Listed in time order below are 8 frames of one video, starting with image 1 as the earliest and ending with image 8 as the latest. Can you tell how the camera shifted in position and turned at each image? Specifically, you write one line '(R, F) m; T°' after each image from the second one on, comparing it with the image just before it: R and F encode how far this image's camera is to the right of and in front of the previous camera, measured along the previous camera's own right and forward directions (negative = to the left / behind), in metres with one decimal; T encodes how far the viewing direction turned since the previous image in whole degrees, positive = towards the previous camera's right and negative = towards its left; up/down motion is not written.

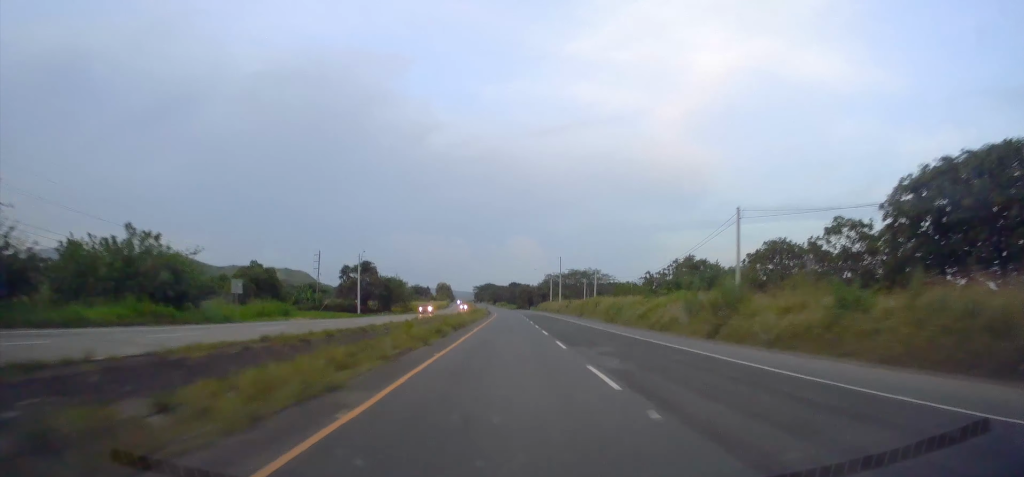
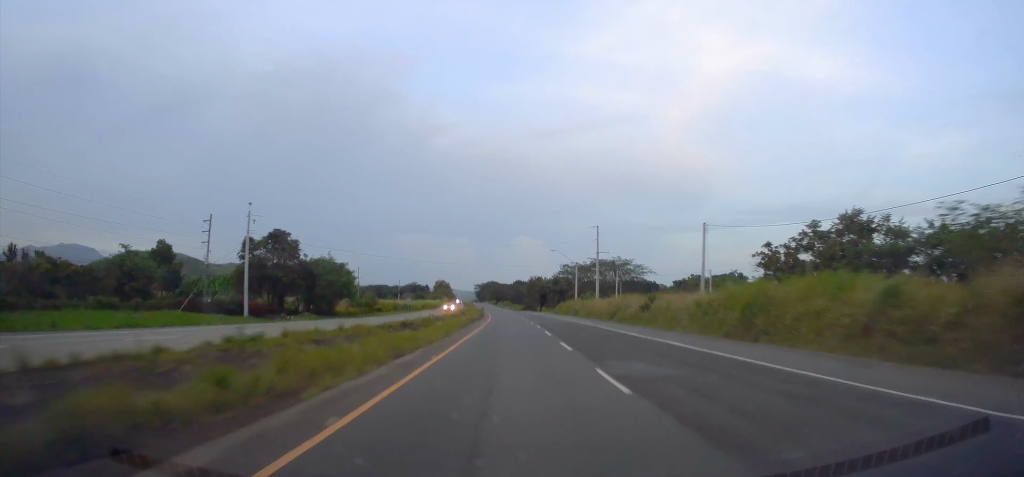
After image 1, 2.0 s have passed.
(-0.3, +43.6) m; -1°
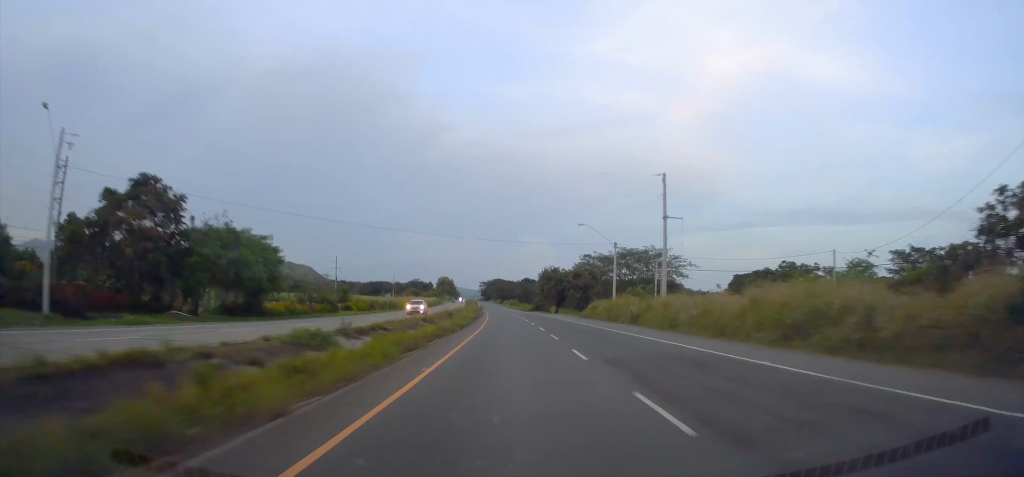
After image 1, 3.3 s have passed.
(-0.1, +27.3) m; -1°
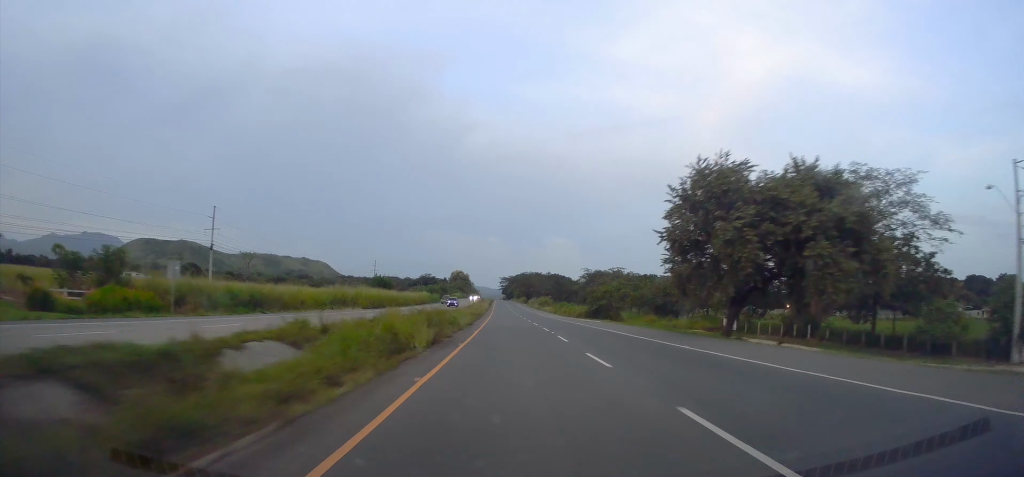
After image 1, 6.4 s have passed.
(-0.7, +69.7) m; -1°
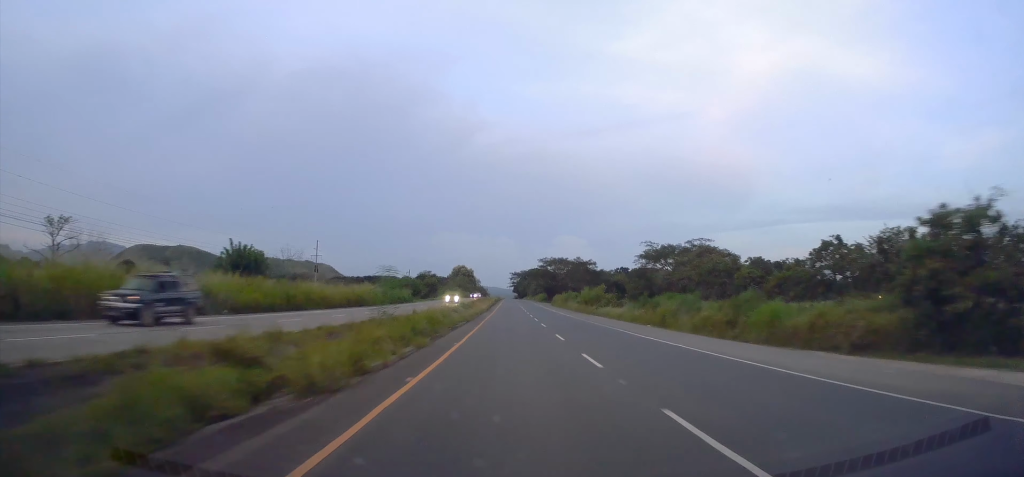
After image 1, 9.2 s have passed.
(-0.9, +60.8) m; -2°
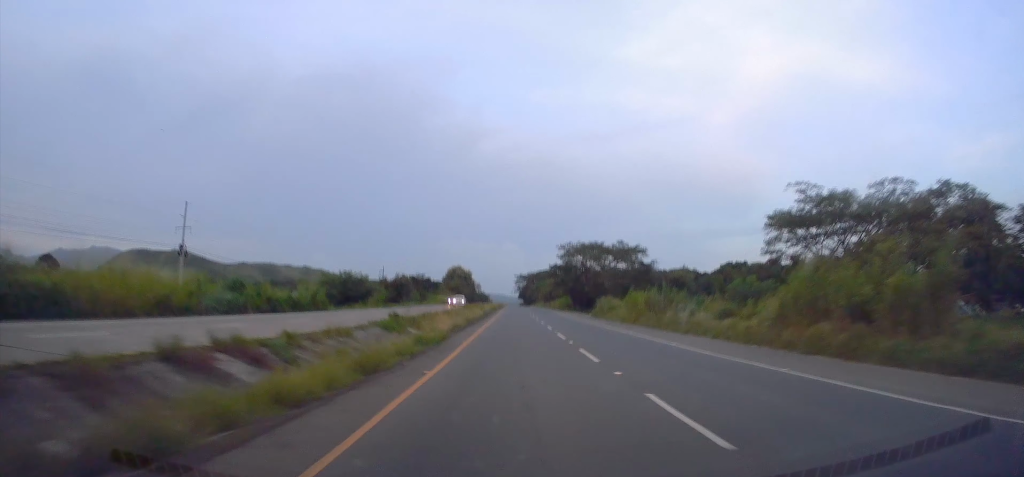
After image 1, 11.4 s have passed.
(-0.5, +49.8) m; 0°
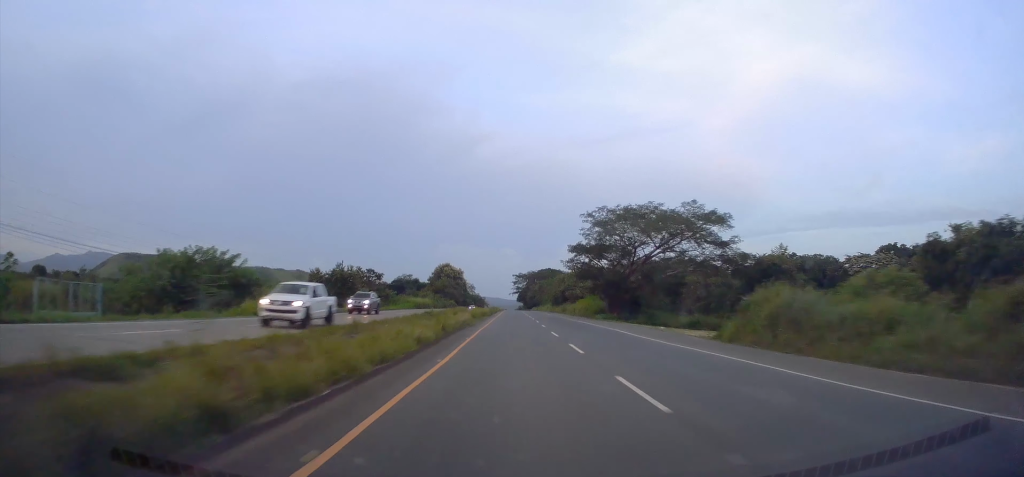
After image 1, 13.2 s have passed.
(+0.4, +38.5) m; 0°
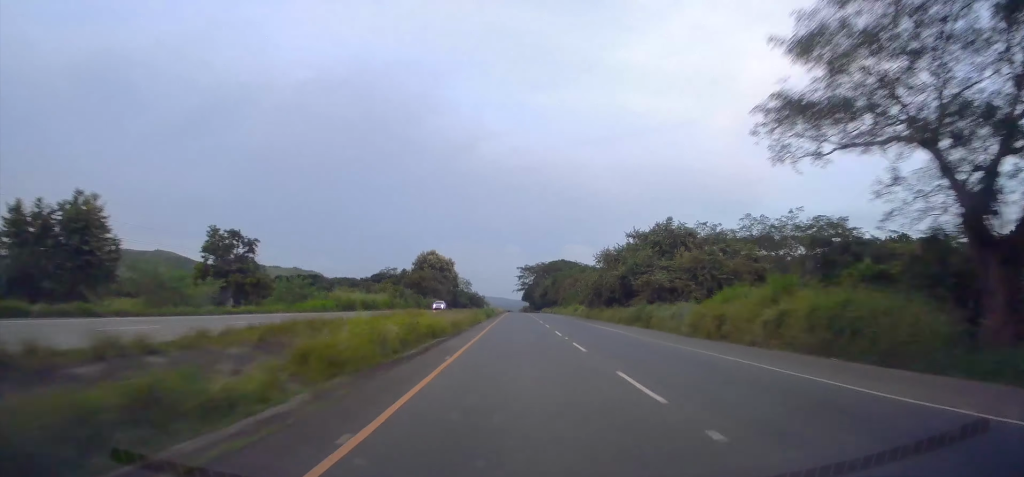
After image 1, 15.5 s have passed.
(-0.4, +50.8) m; 0°
